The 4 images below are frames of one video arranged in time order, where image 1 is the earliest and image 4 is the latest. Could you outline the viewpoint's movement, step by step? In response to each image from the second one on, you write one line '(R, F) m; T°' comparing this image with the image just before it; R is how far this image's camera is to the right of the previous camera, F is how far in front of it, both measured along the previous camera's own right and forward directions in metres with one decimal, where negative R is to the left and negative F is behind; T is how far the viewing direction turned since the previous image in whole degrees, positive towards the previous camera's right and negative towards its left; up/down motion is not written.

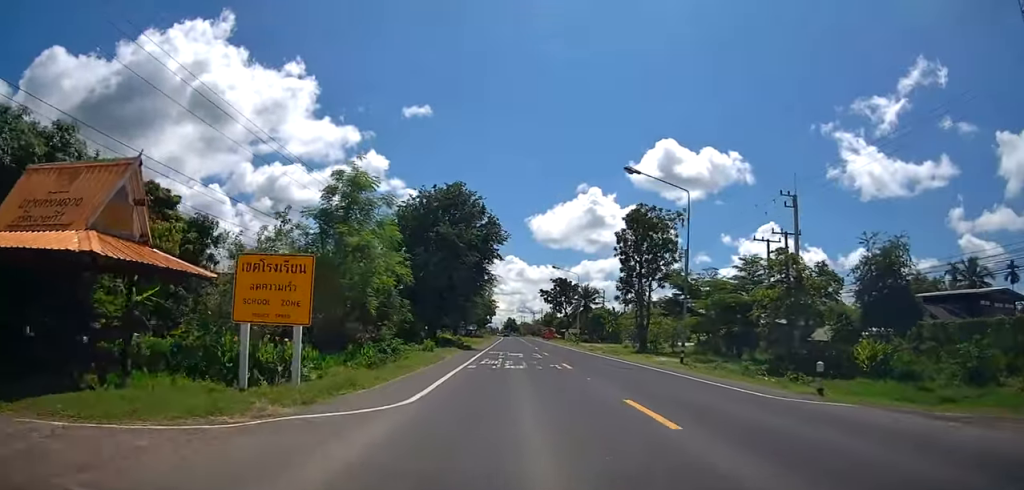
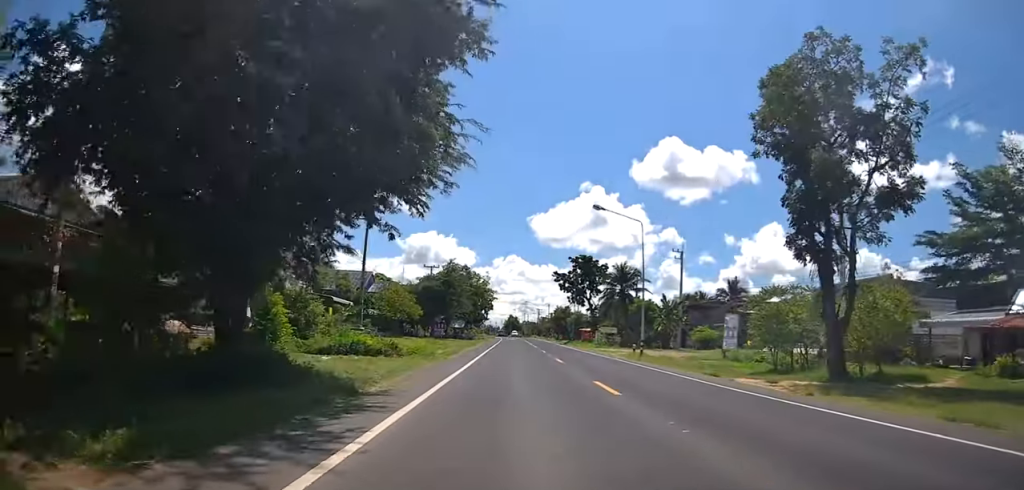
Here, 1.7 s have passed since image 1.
(+0.1, +32.4) m; +2°
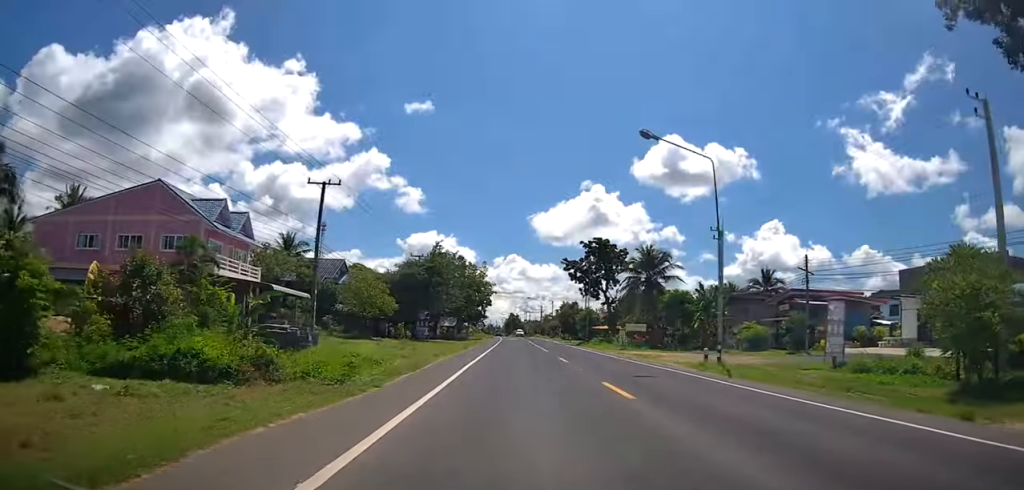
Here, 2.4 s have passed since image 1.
(0.0, +13.2) m; 0°
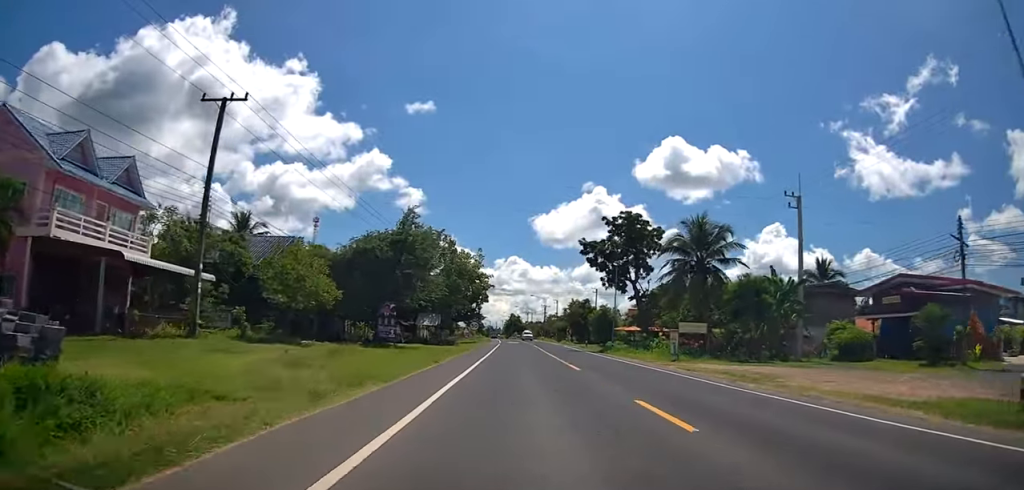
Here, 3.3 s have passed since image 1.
(0.0, +16.0) m; 0°
